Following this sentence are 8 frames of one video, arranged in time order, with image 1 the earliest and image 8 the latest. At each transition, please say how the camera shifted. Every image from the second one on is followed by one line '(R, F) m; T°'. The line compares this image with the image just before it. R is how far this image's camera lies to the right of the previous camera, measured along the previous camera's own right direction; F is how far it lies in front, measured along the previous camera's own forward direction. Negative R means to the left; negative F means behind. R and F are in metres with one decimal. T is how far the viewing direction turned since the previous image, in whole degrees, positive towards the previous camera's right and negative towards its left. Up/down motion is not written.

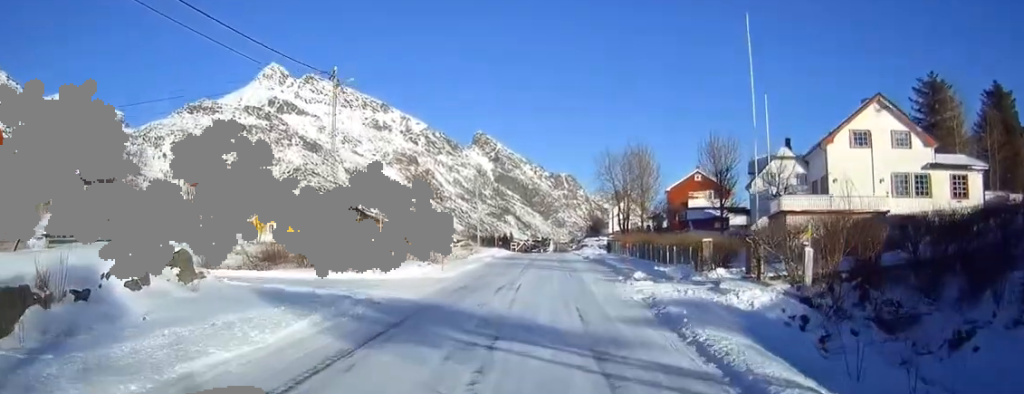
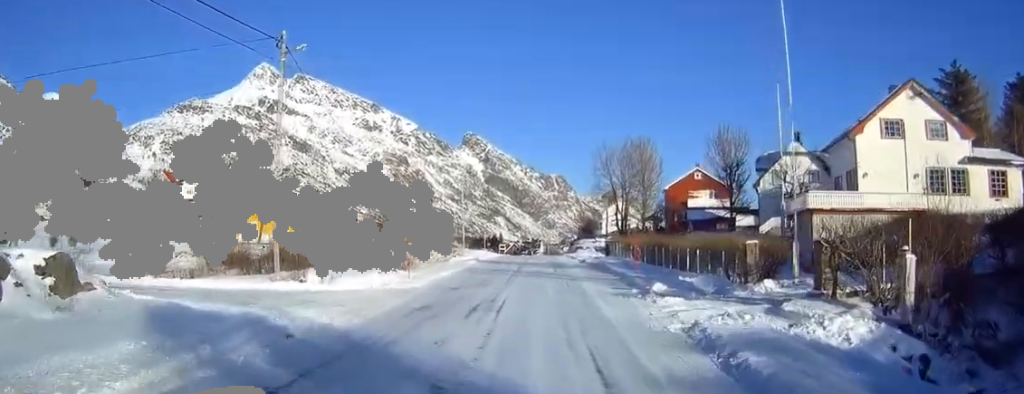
(0.0, +5.7) m; +2°
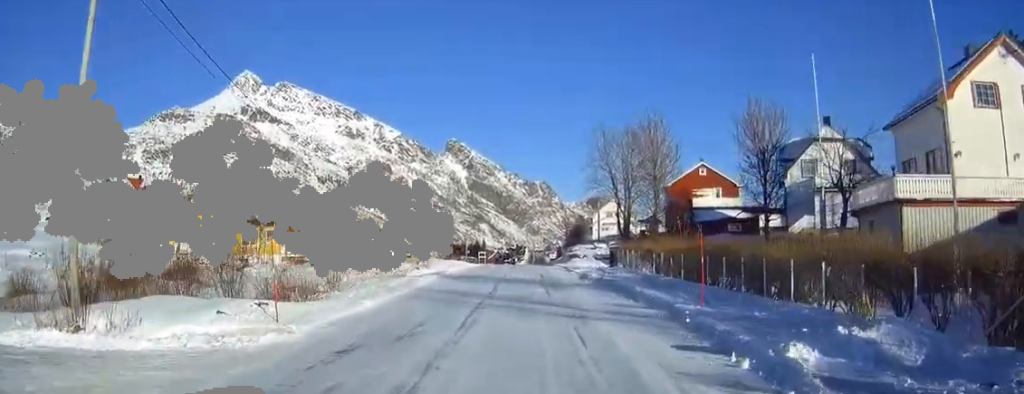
(+0.3, +11.3) m; +2°
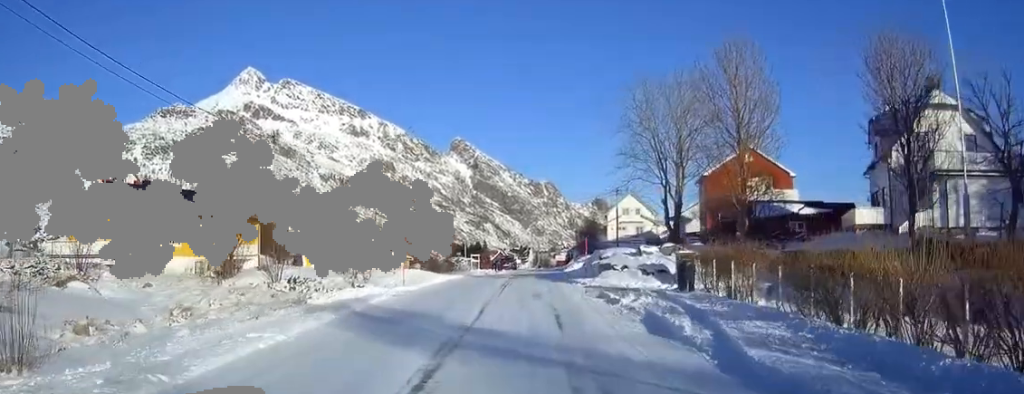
(+0.1, +17.0) m; +1°
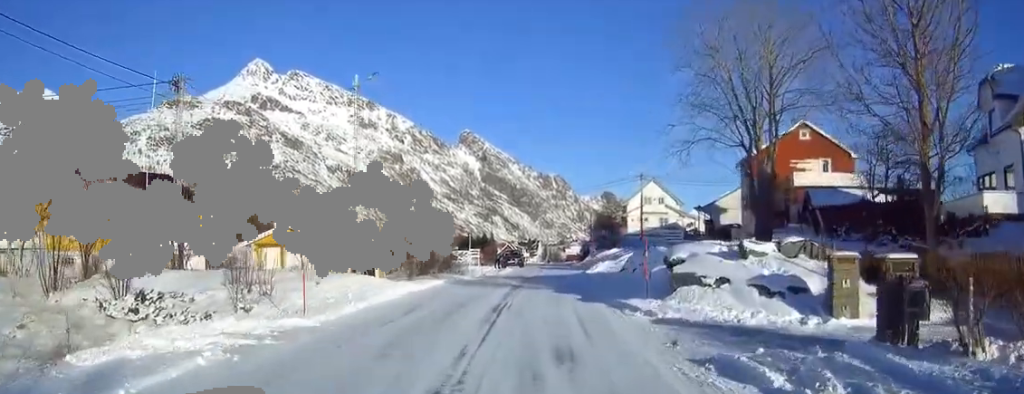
(-0.1, +12.2) m; -1°
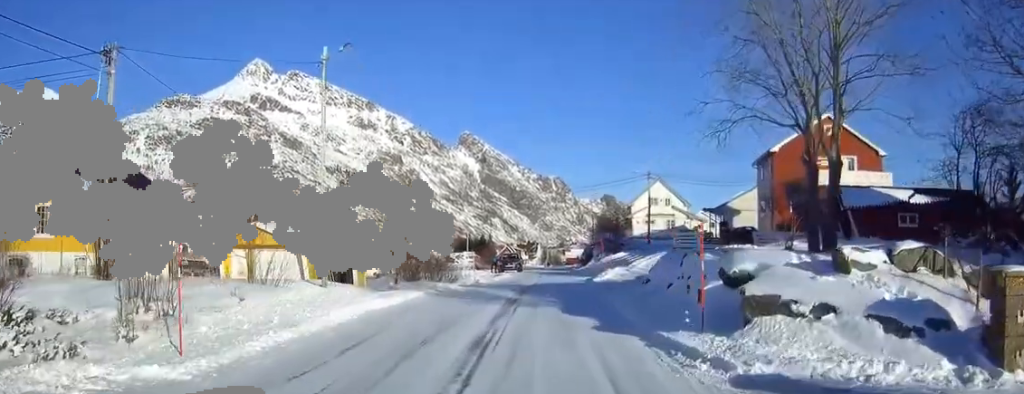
(0.0, +5.0) m; 0°
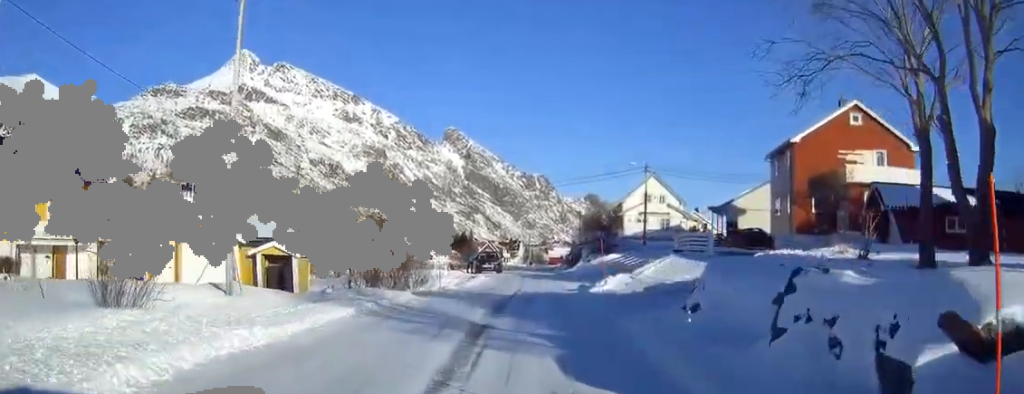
(0.0, +7.1) m; 0°
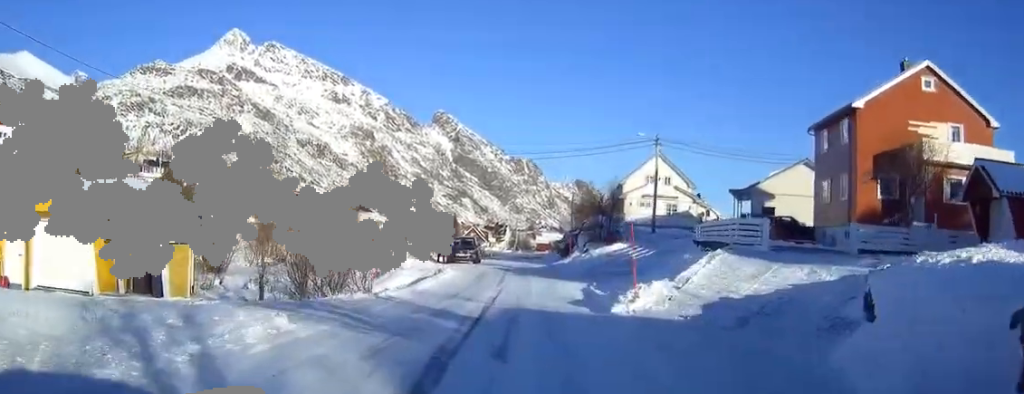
(-0.1, +10.6) m; 0°
